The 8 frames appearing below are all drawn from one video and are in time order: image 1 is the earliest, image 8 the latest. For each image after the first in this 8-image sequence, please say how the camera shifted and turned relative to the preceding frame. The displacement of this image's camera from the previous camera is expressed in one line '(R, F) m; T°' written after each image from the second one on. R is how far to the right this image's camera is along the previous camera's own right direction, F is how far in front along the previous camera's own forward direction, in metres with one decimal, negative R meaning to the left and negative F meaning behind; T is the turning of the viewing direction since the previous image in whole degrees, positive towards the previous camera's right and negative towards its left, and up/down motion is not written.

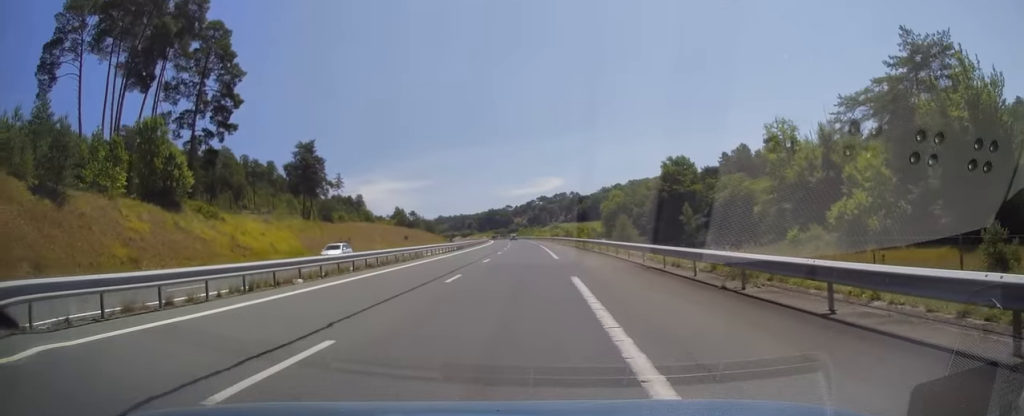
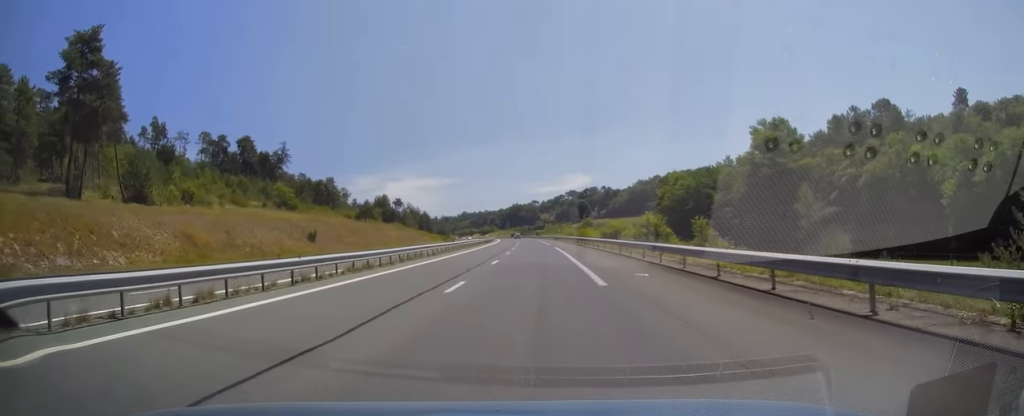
(-1.7, +68.5) m; -2°
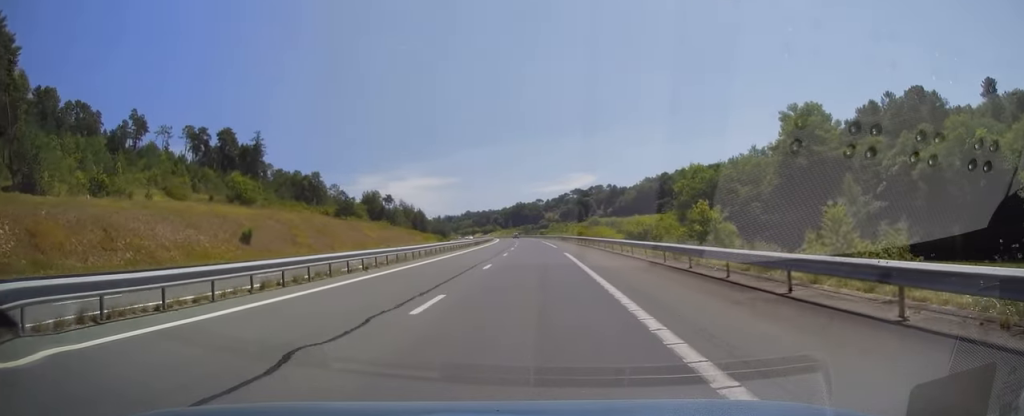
(-0.1, +16.7) m; -1°
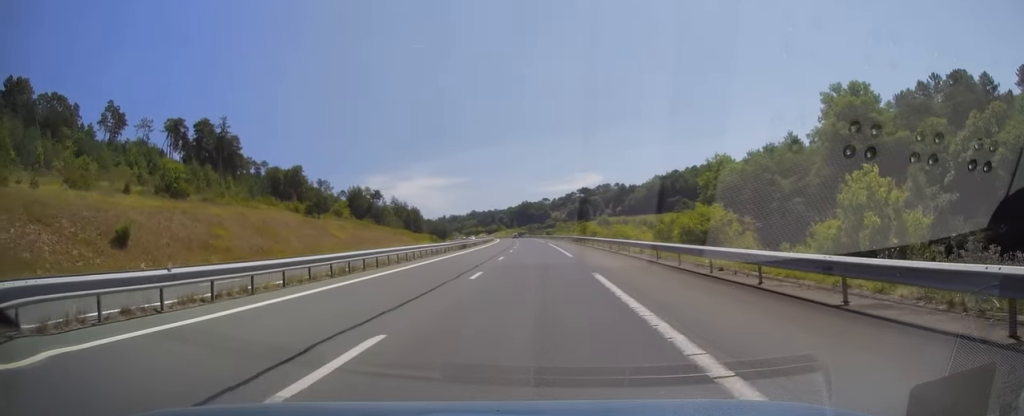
(-0.1, +18.2) m; -1°
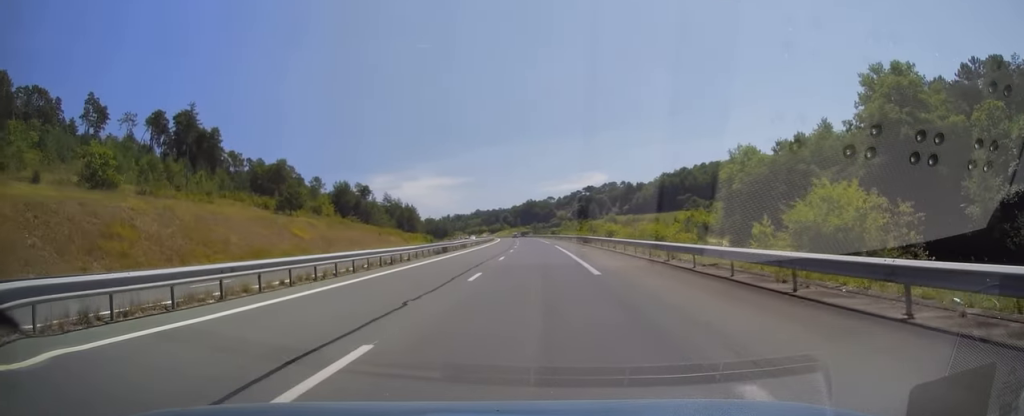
(-0.2, +13.8) m; 0°
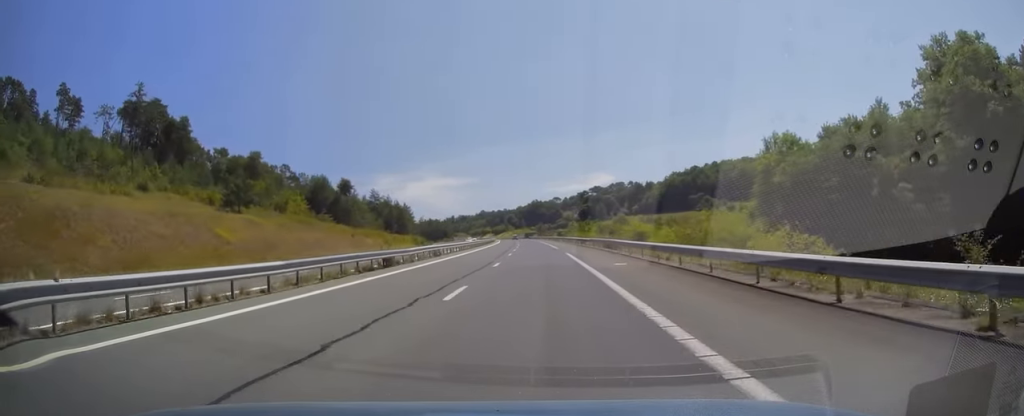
(-0.1, +17.7) m; -1°
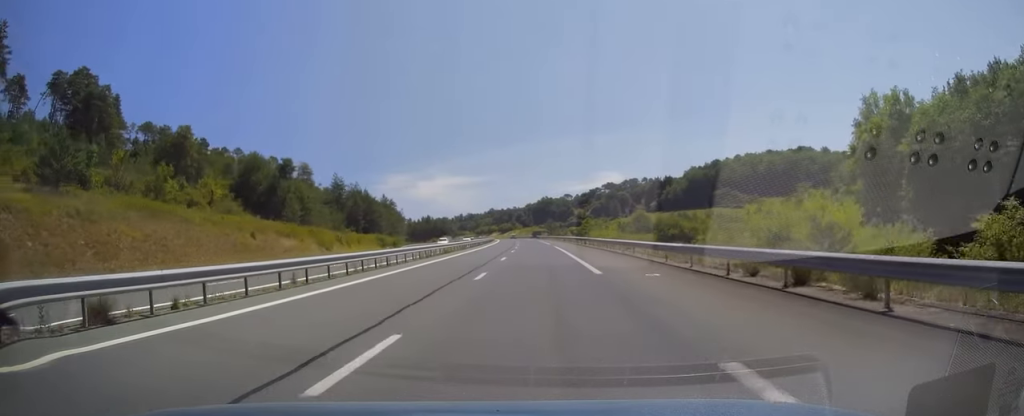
(-0.2, +33.4) m; -1°
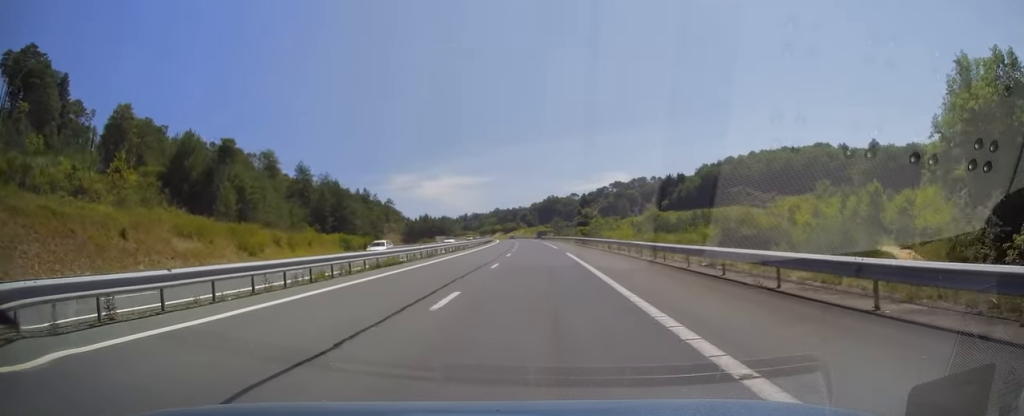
(-0.2, +19.6) m; -1°
